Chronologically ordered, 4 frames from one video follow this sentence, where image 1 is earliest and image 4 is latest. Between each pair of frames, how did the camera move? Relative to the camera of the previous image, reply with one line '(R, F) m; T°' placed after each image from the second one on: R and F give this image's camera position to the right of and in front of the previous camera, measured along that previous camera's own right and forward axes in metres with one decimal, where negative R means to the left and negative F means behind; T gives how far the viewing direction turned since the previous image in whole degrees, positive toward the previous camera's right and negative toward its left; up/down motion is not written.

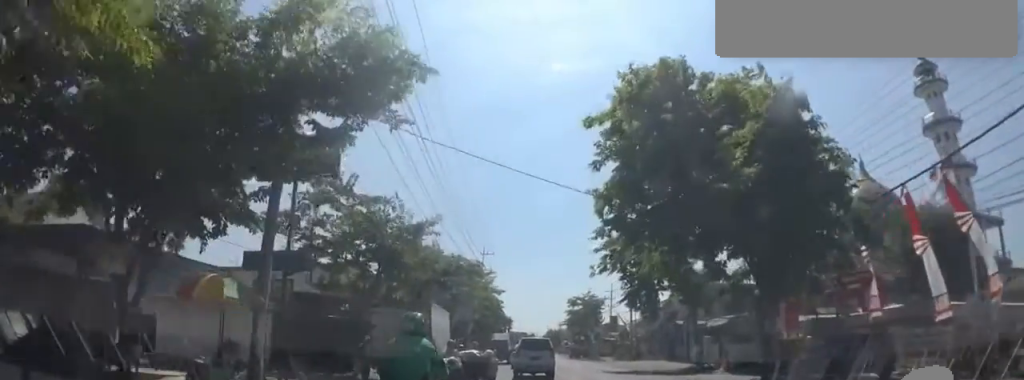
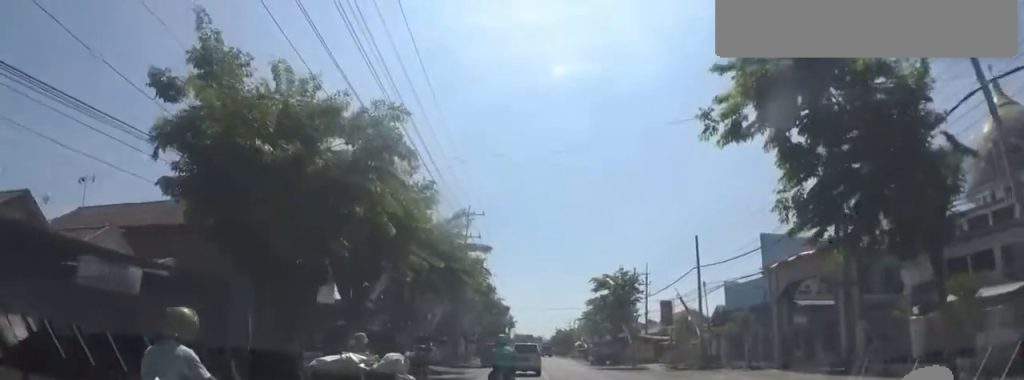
(-1.1, +20.2) m; -7°
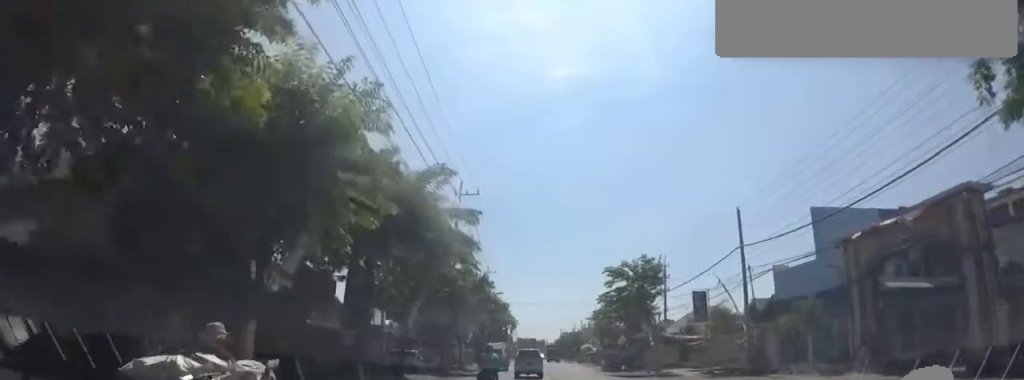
(-0.4, +6.9) m; 0°
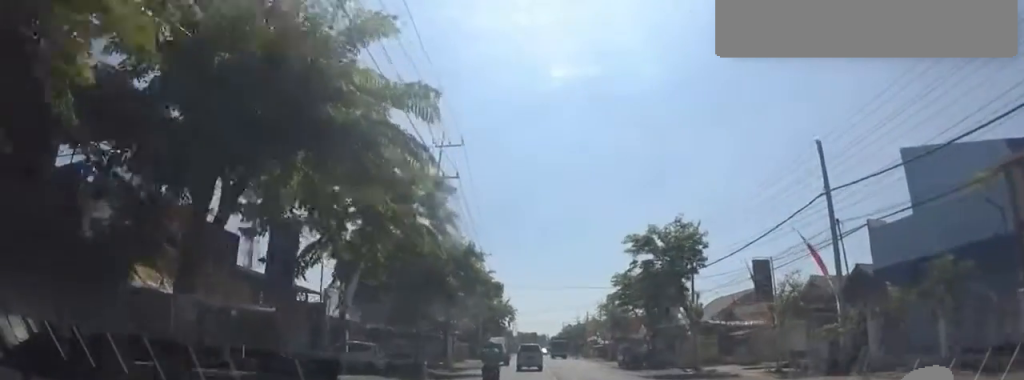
(+0.5, +8.4) m; 0°
